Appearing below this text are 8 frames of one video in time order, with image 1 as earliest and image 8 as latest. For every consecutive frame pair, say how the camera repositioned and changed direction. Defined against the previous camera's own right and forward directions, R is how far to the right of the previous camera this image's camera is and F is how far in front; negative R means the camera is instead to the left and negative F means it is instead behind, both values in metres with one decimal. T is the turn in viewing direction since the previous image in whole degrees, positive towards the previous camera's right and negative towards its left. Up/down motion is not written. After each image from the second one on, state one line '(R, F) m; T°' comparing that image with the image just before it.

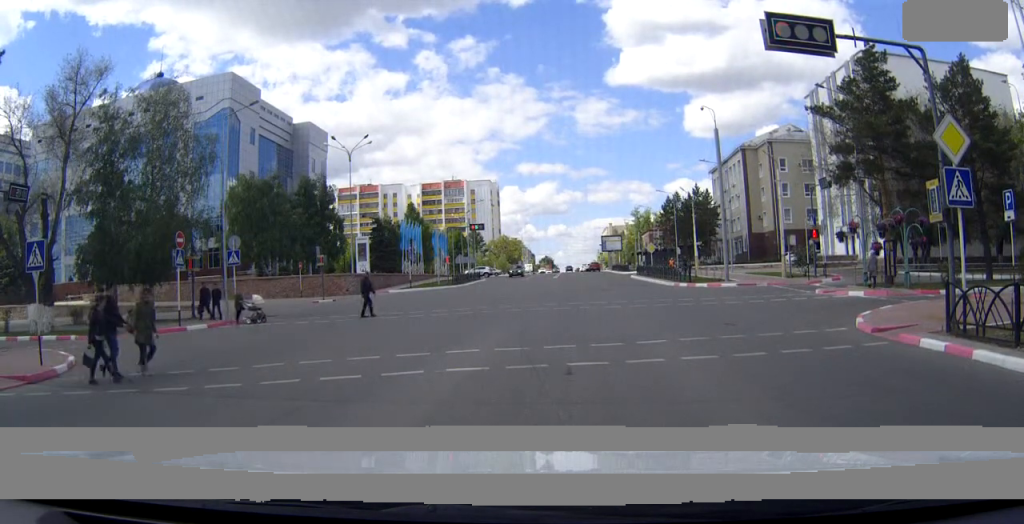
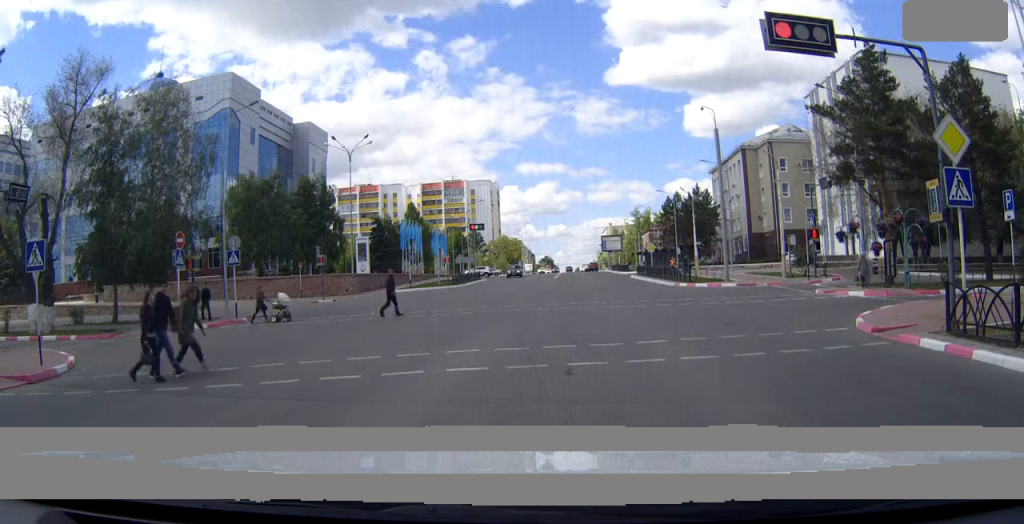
(0.0, 0.0) m; 0°
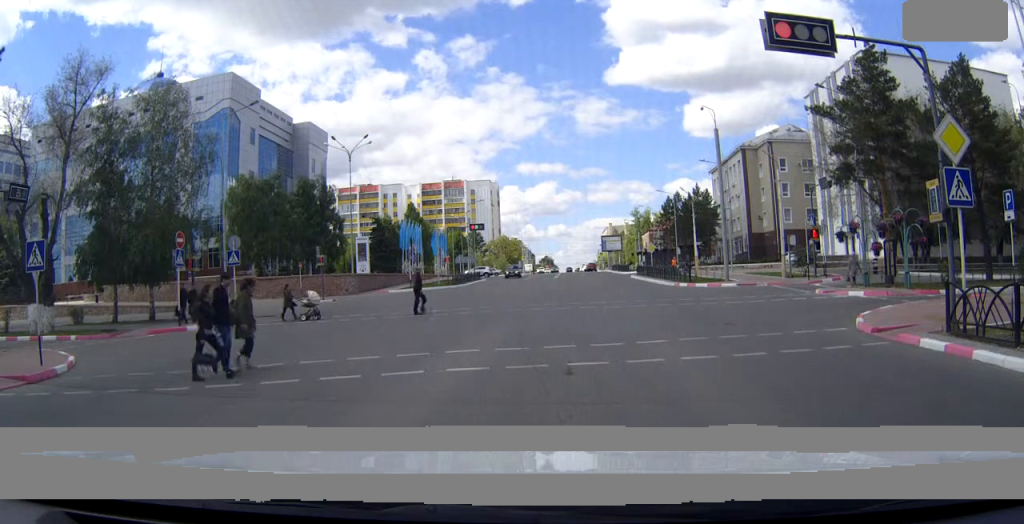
(0.0, 0.0) m; 0°
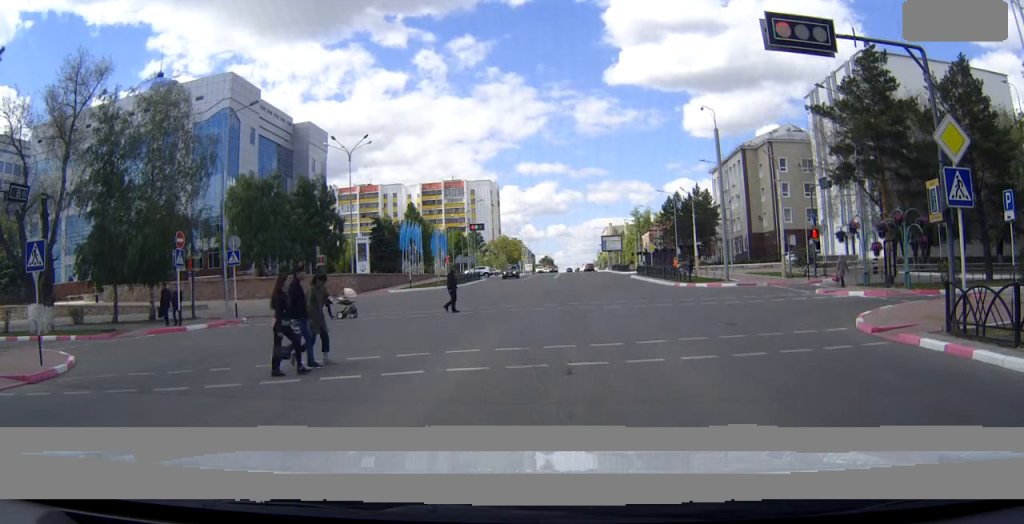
(0.0, 0.0) m; 0°
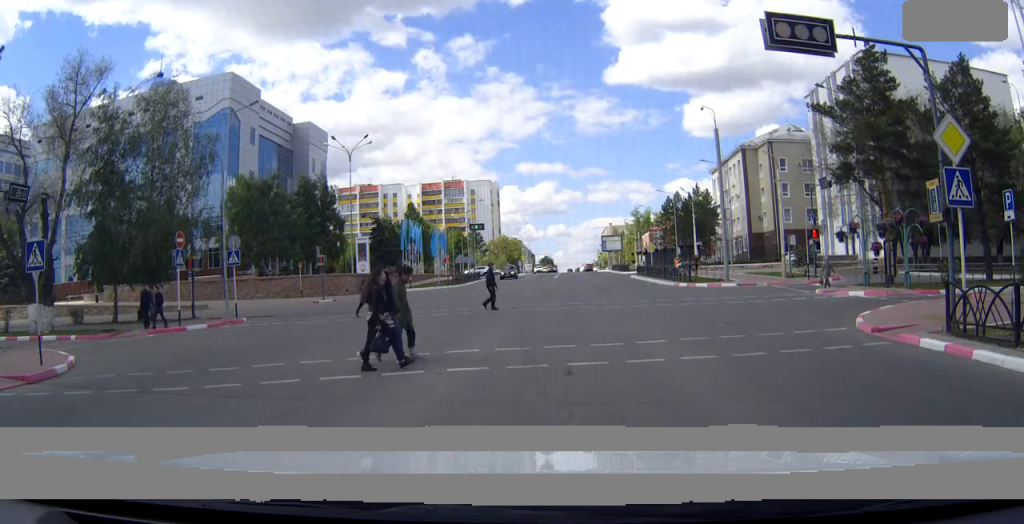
(0.0, 0.0) m; 0°
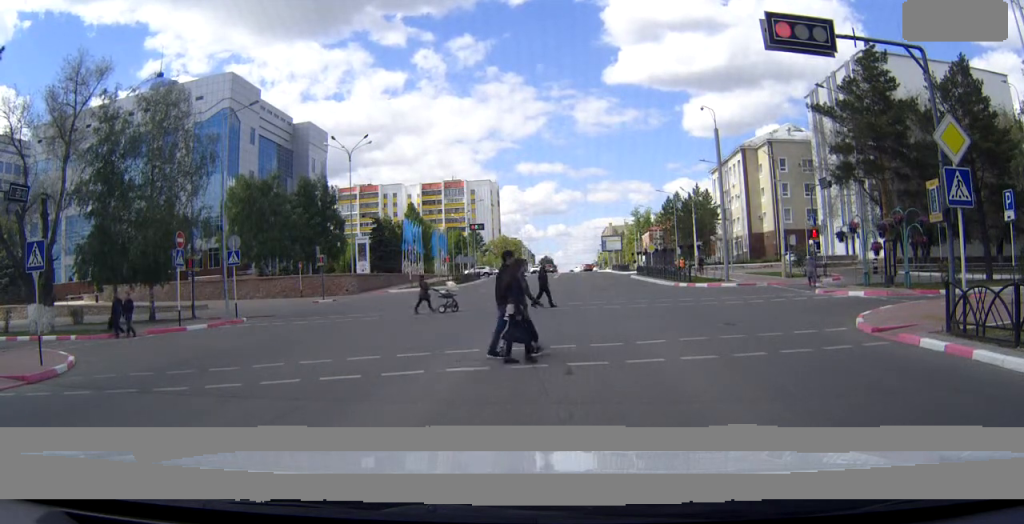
(0.0, 0.0) m; 0°
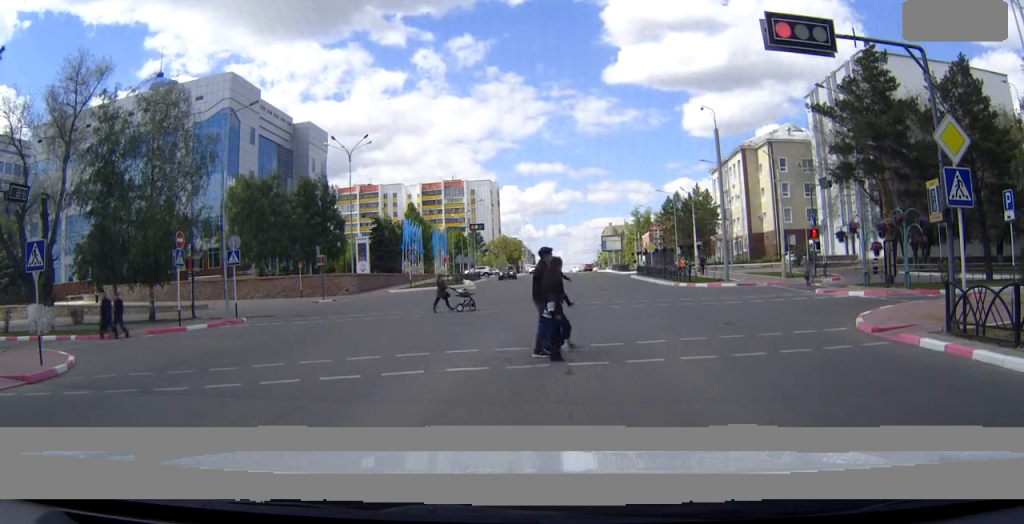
(0.0, 0.0) m; 0°
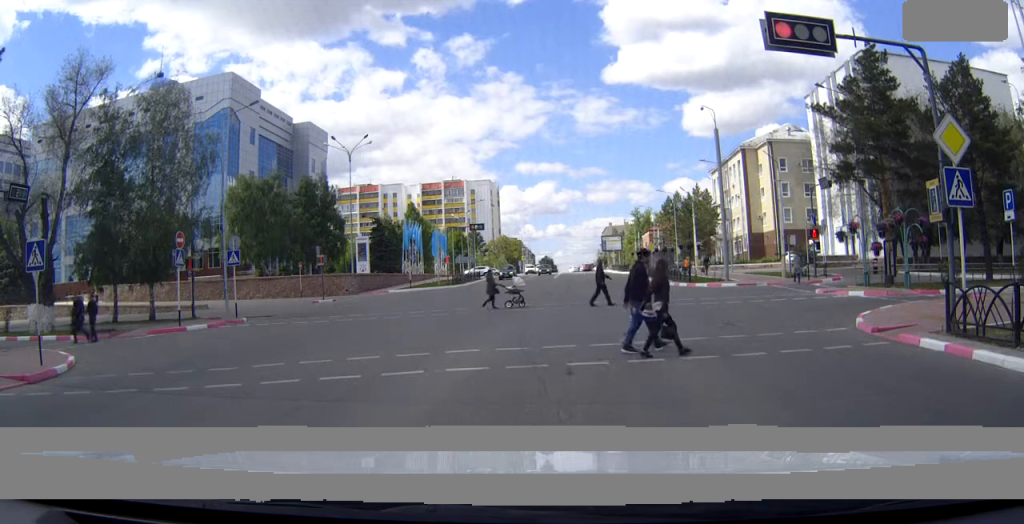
(0.0, 0.0) m; 0°
